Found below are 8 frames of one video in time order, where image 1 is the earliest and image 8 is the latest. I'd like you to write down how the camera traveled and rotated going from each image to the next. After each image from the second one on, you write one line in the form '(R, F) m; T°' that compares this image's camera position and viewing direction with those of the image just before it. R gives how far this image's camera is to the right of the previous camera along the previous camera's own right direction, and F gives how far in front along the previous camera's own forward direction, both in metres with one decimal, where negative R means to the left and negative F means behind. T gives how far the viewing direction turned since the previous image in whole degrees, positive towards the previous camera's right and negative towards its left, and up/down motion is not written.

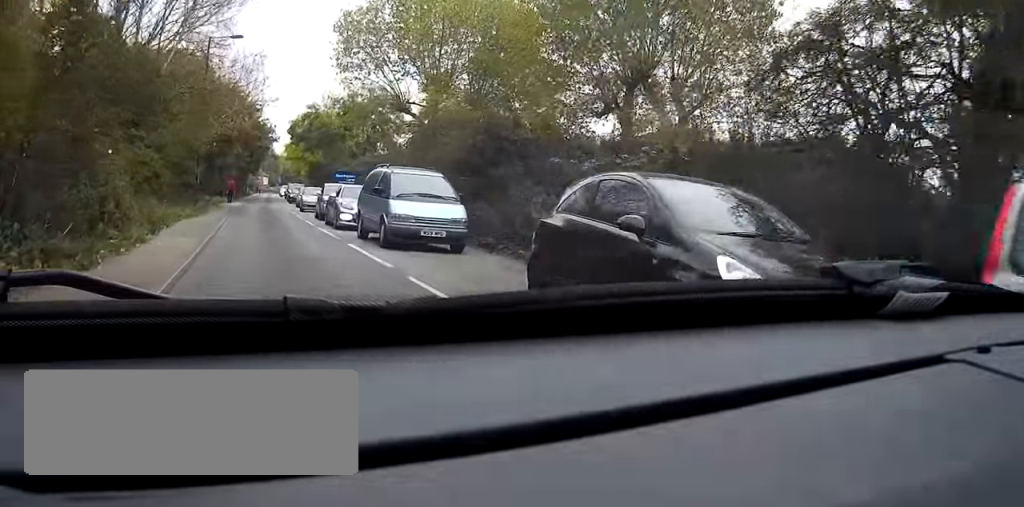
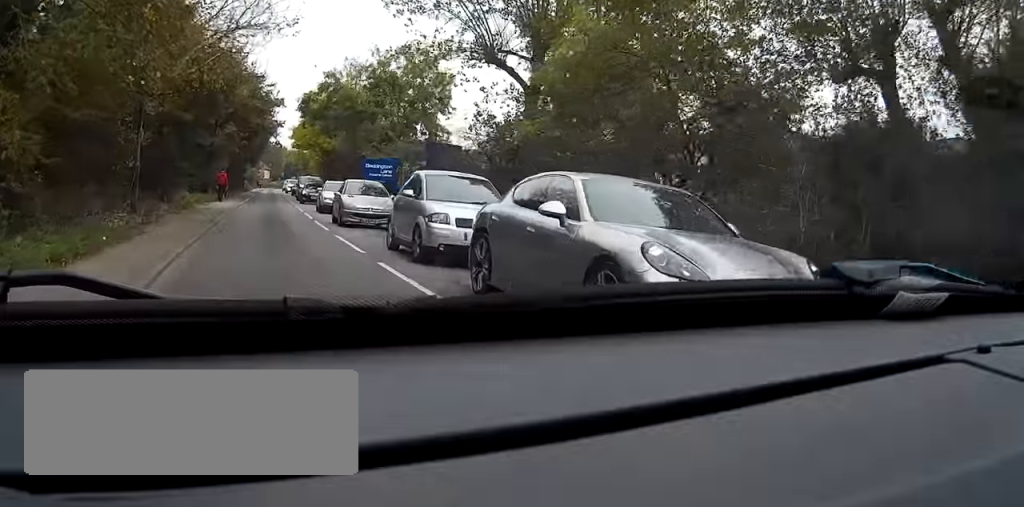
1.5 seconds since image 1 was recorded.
(-0.2, +17.5) m; -1°
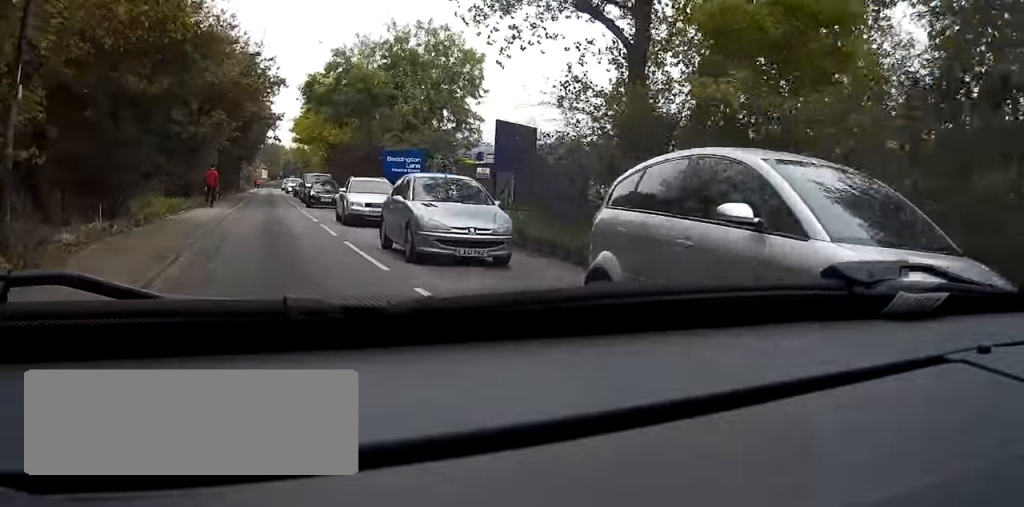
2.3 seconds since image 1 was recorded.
(-0.1, +9.0) m; 0°
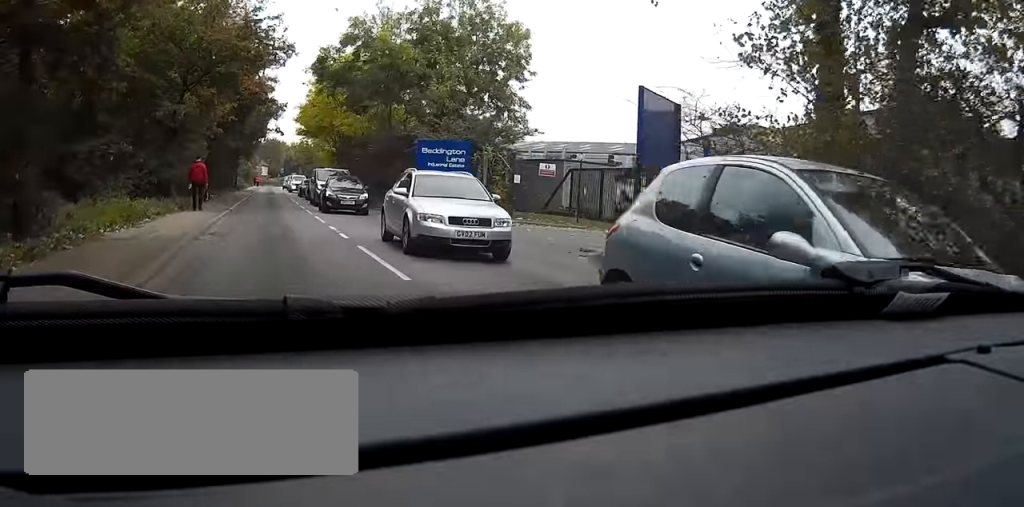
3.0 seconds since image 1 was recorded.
(+0.1, +8.2) m; +1°
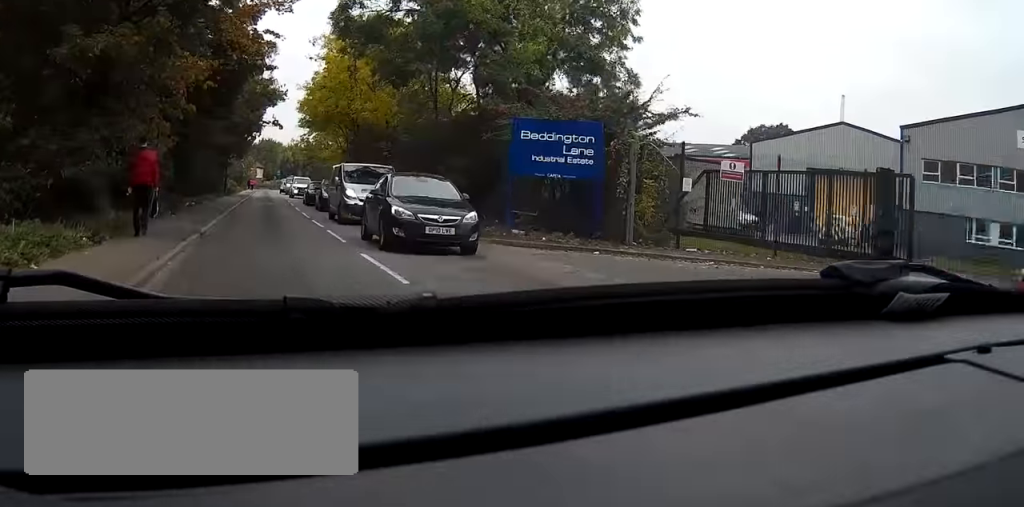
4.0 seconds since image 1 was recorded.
(0.0, +12.1) m; 0°
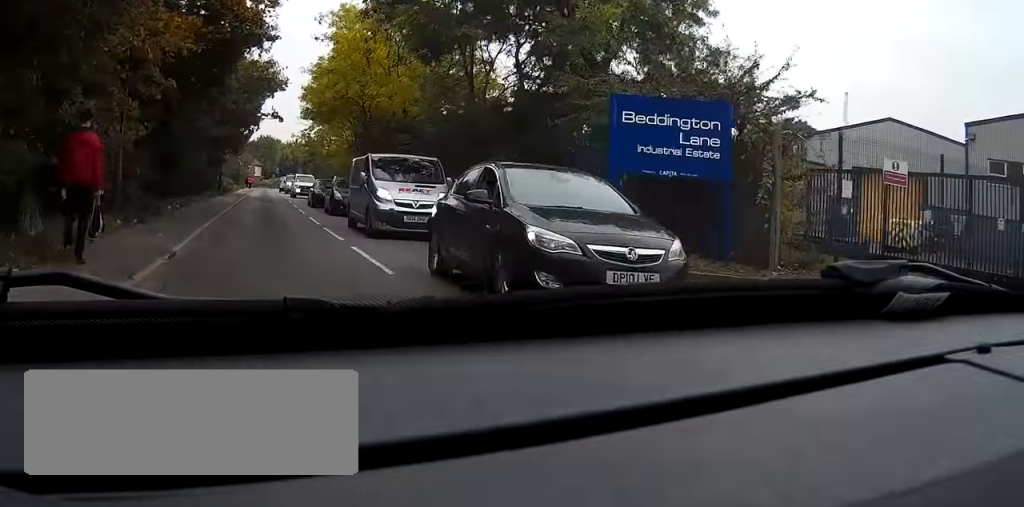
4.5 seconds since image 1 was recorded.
(0.0, +5.5) m; 0°
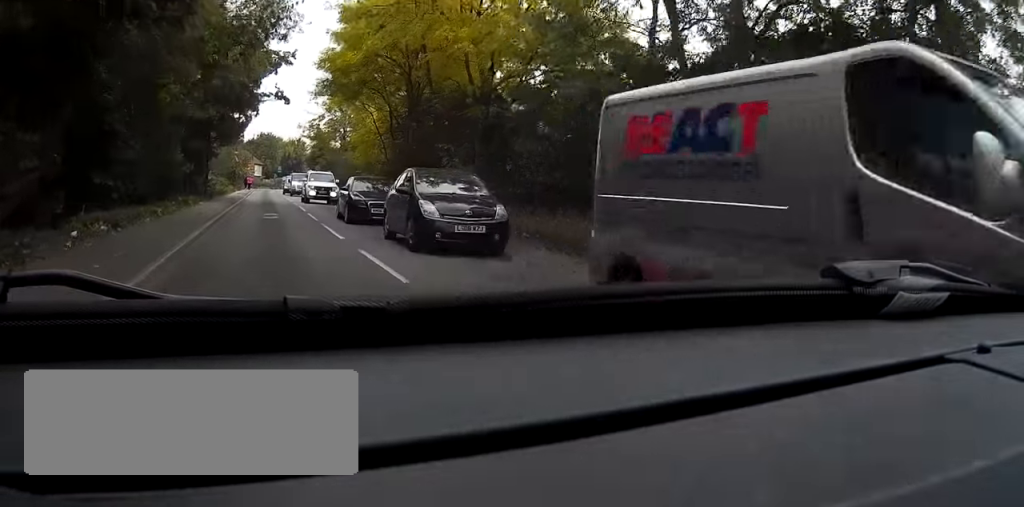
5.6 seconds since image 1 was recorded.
(0.0, +12.8) m; 0°
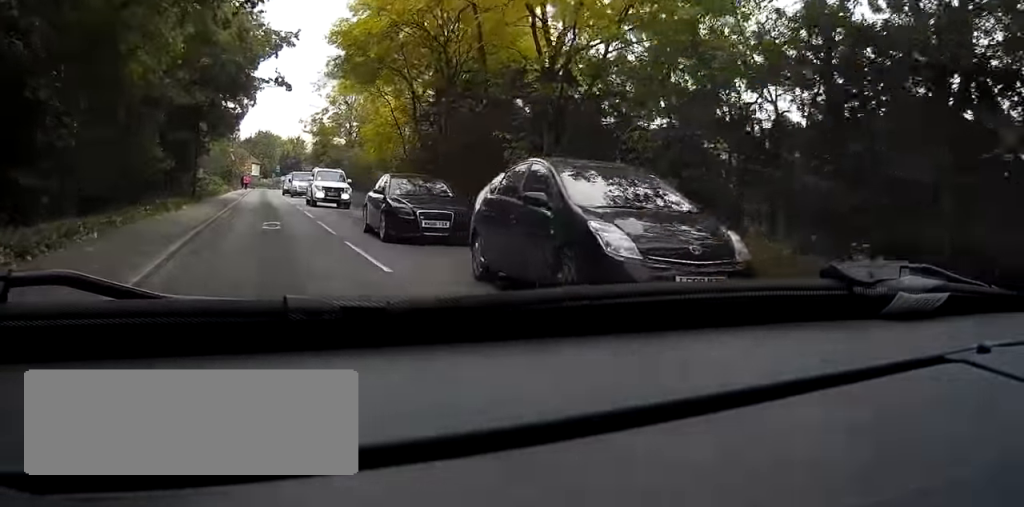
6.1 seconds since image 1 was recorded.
(0.0, +5.8) m; 0°
